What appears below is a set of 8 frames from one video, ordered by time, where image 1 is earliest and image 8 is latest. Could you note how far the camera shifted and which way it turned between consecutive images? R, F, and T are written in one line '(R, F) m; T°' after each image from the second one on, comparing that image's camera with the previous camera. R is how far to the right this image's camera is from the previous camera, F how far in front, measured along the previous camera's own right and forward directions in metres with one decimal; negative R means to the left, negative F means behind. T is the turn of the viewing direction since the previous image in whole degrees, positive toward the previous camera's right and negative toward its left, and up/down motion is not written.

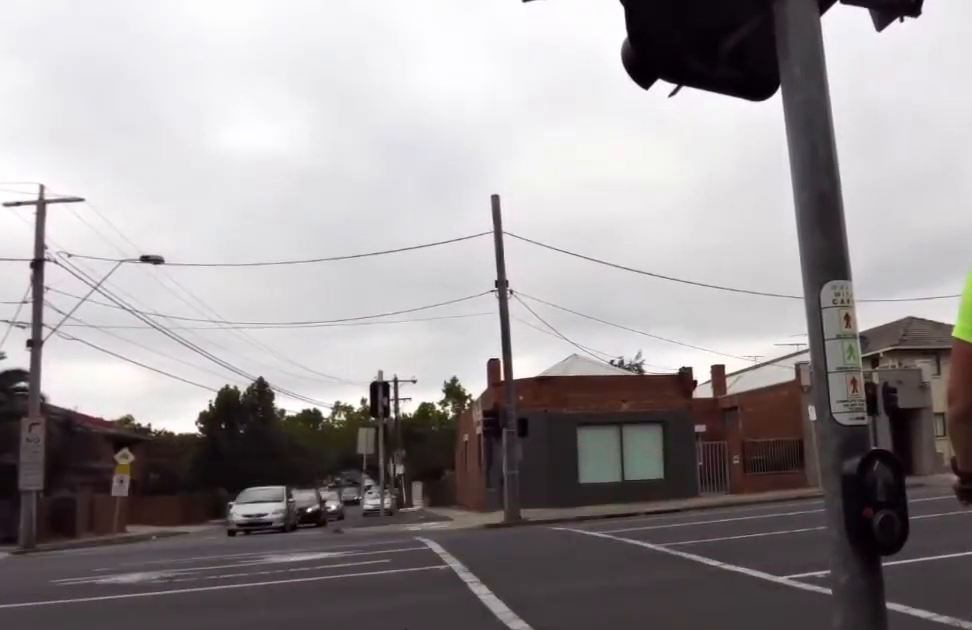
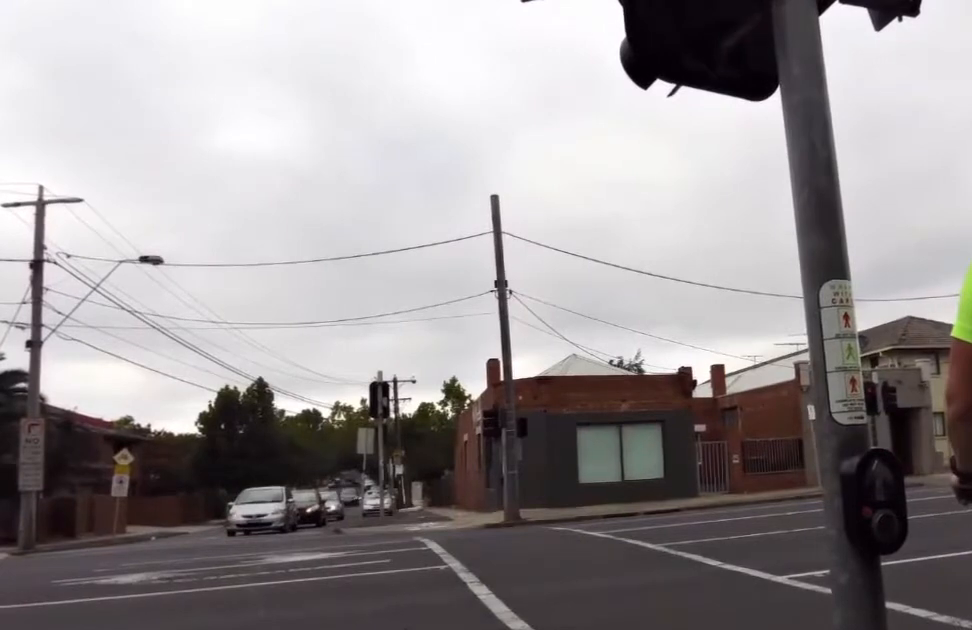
(0.0, 0.0) m; 0°
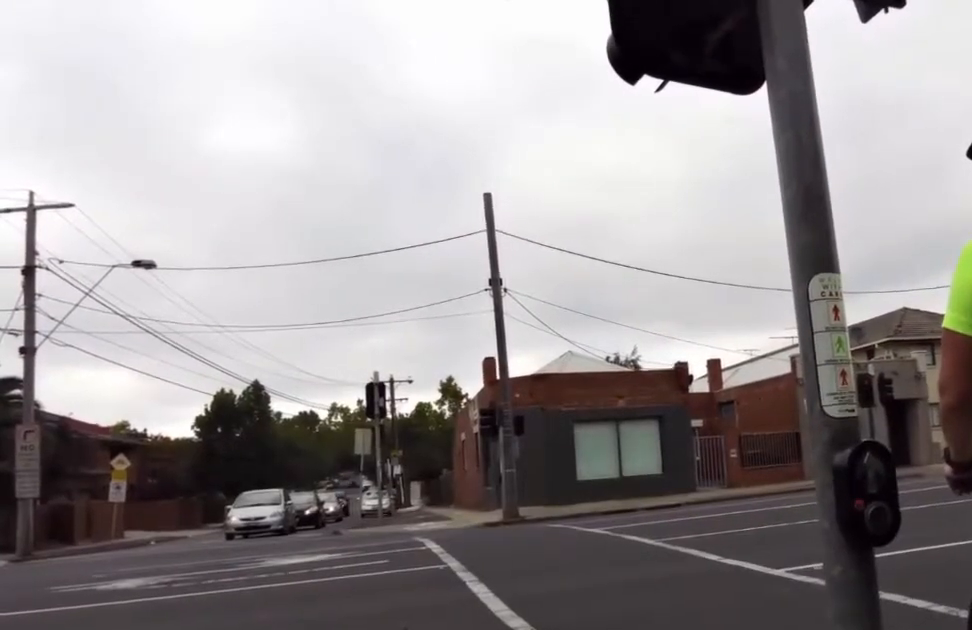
(0.0, 0.0) m; 0°
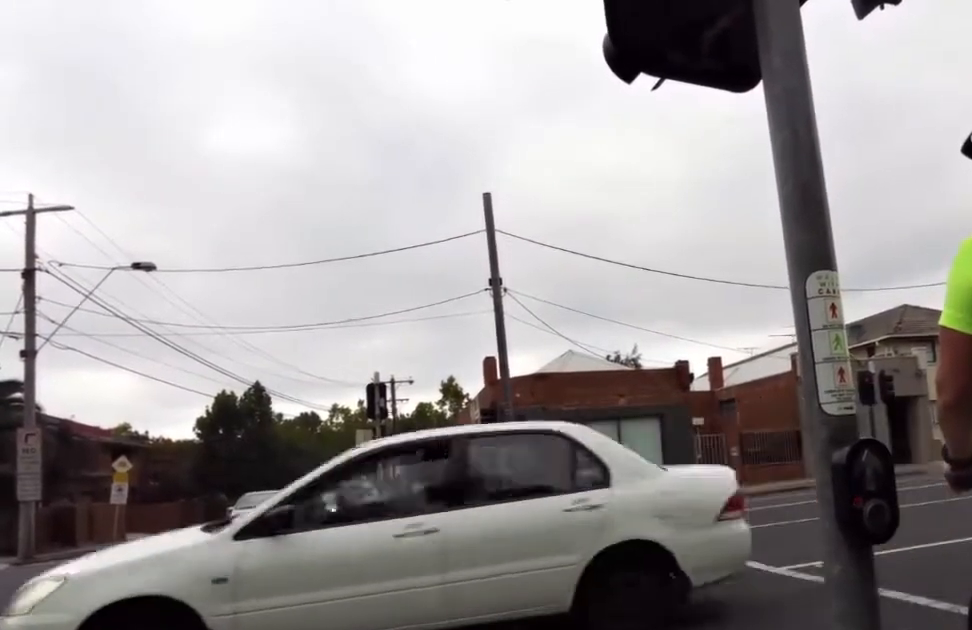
(0.0, 0.0) m; 0°
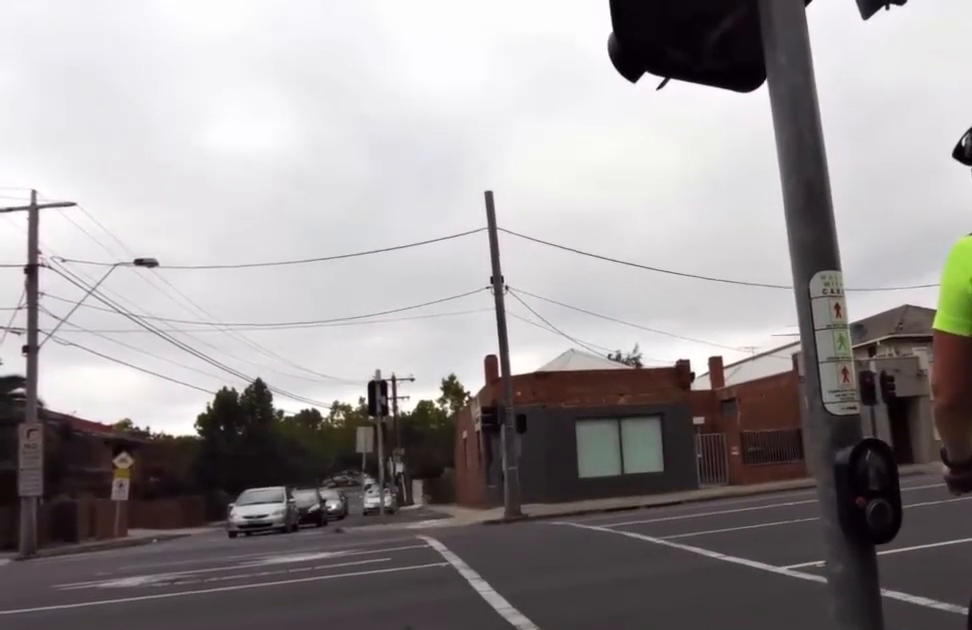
(0.0, 0.0) m; 0°
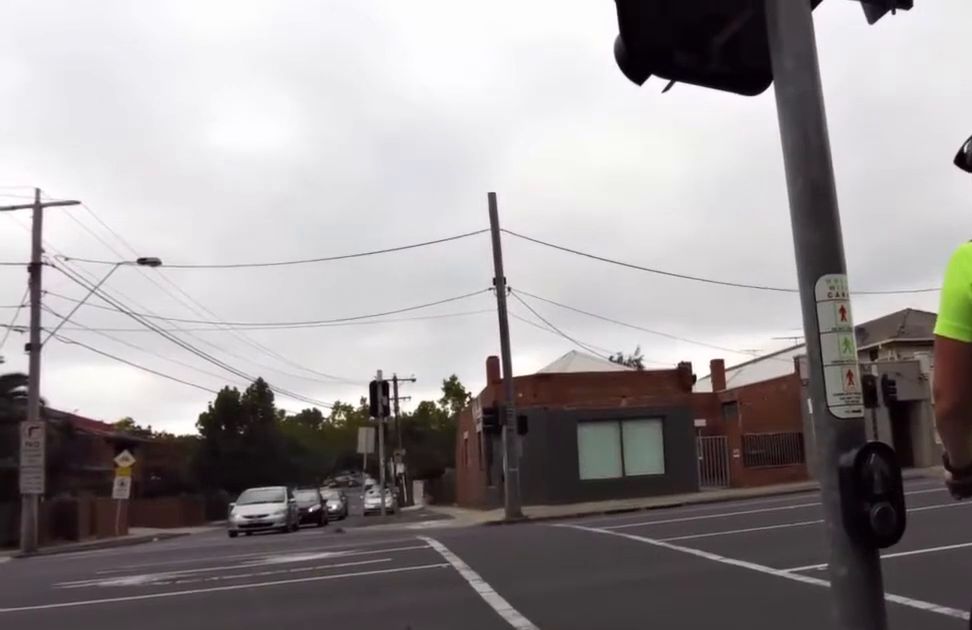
(0.0, 0.0) m; 0°
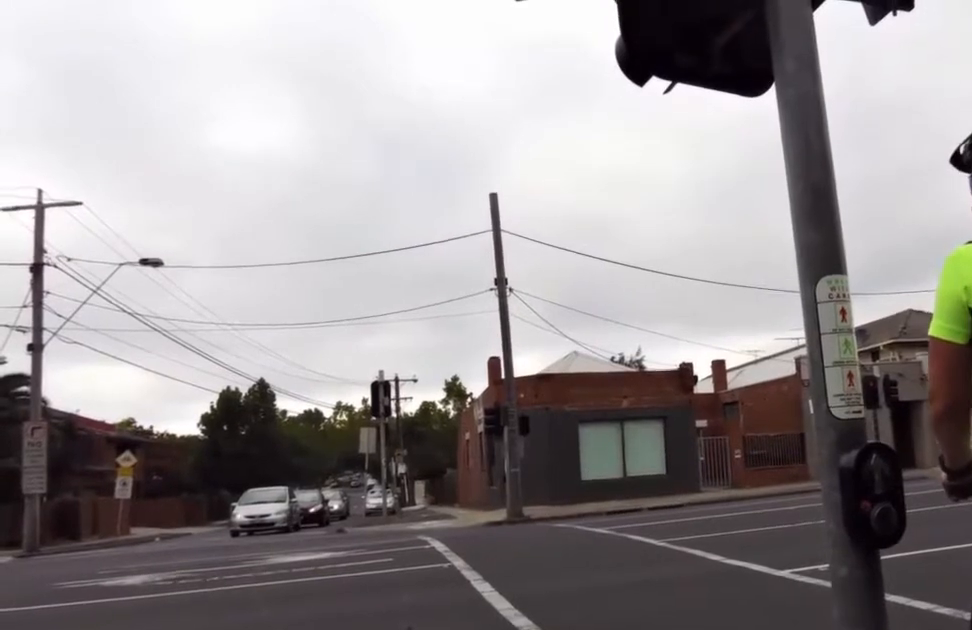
(0.0, 0.0) m; 0°
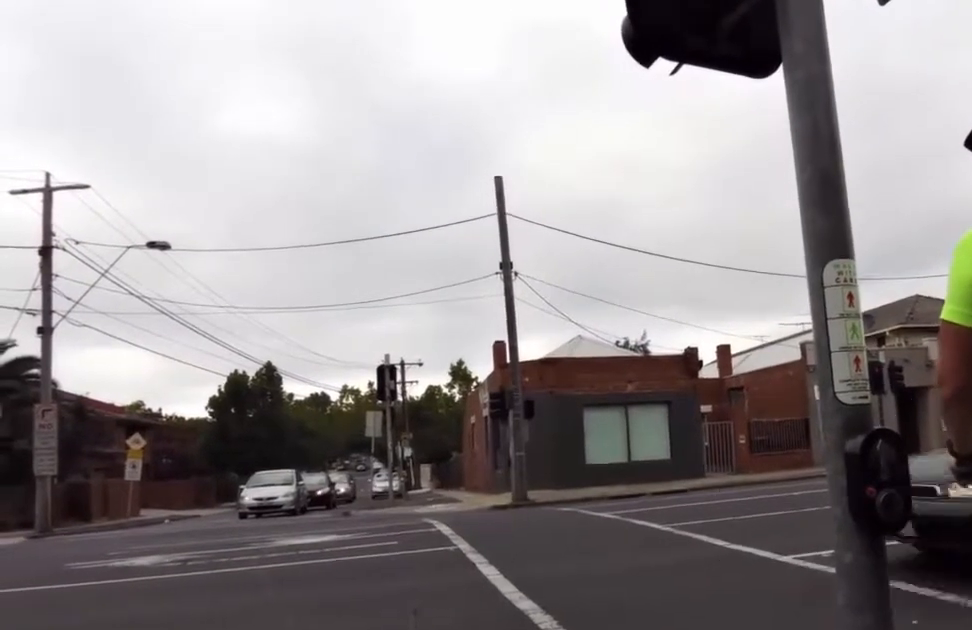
(0.0, 0.0) m; 0°
